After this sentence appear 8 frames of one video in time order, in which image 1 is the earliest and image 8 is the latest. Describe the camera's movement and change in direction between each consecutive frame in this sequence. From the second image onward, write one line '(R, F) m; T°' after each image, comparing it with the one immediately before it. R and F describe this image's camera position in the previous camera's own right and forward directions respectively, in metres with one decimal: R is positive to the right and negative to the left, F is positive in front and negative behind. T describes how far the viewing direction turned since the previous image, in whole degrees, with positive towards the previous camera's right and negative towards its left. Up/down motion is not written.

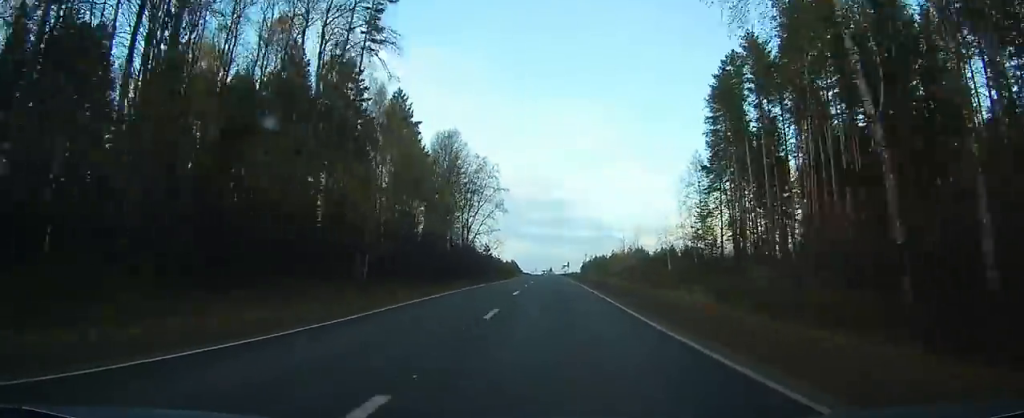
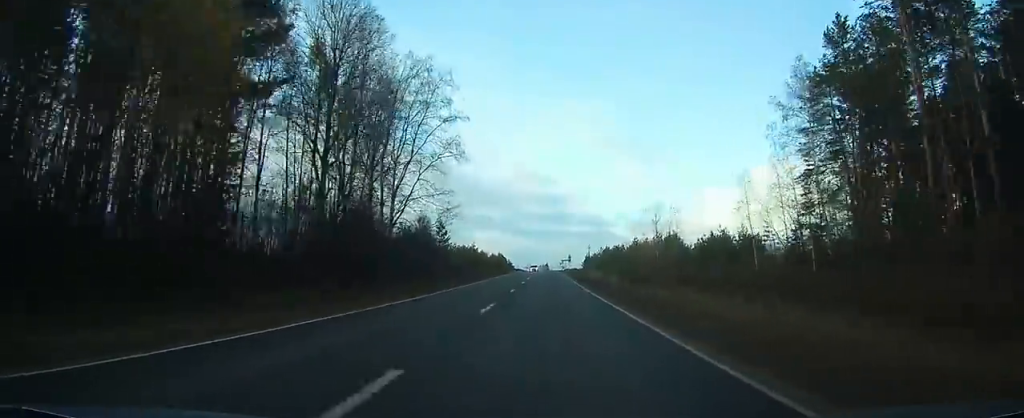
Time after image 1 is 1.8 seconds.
(+0.2, +42.0) m; 0°
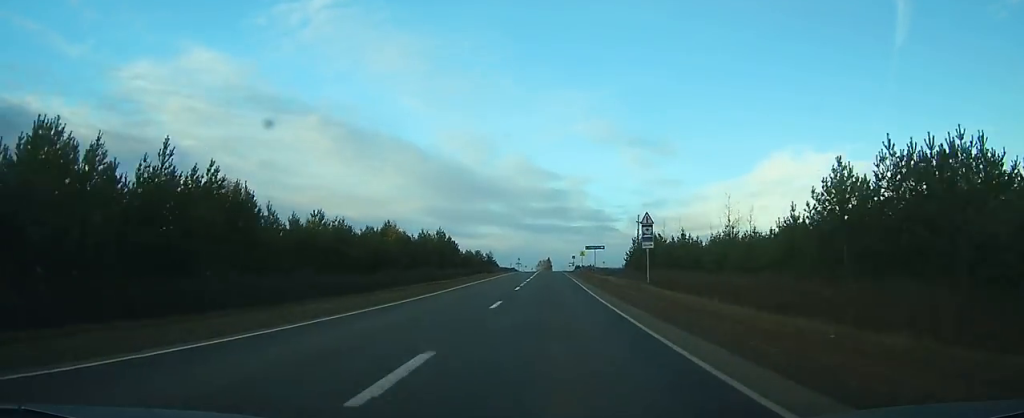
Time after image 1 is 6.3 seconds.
(+0.6, +109.1) m; +1°
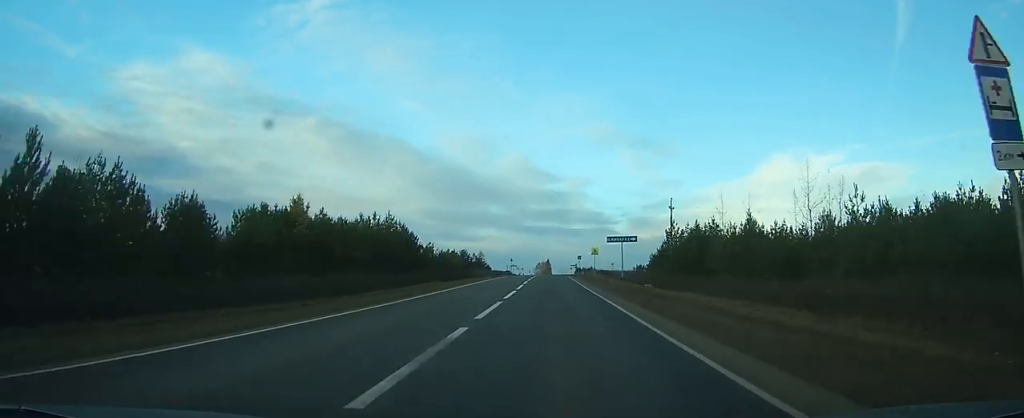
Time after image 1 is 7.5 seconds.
(0.0, +28.3) m; 0°
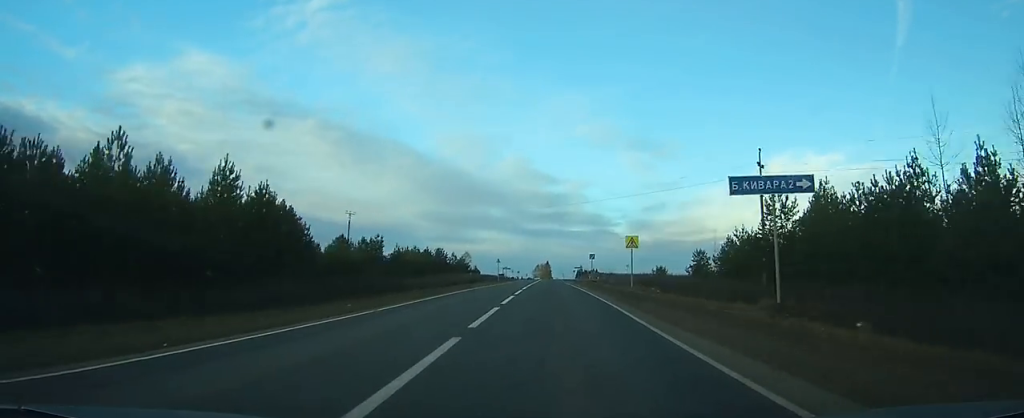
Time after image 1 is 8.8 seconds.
(0.0, +33.5) m; 0°
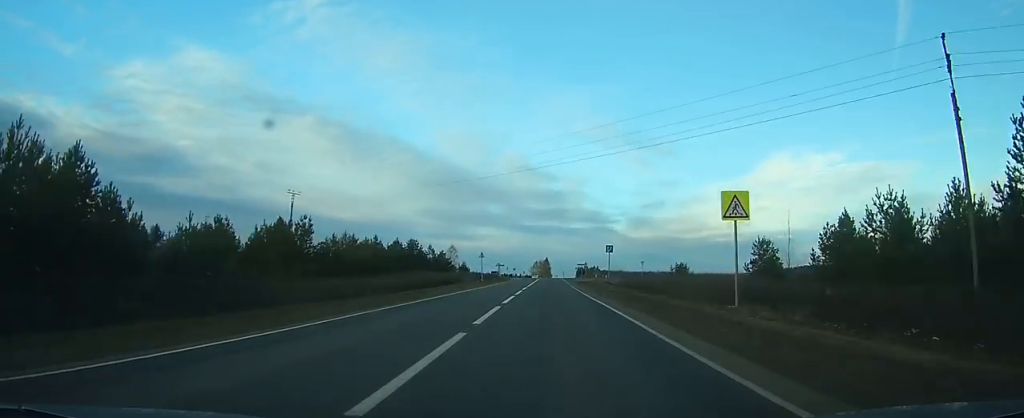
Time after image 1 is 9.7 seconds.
(-0.1, +23.5) m; 0°
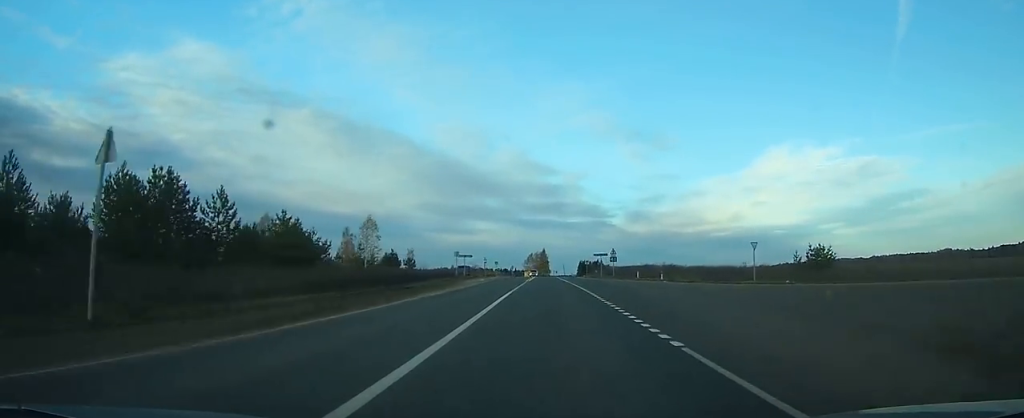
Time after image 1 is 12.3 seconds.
(+0.2, +65.7) m; 0°
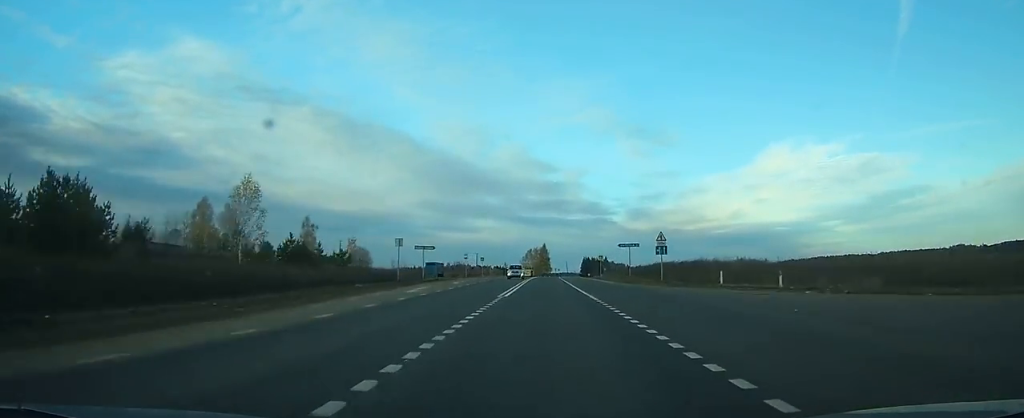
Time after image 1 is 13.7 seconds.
(0.0, +34.1) m; 0°
